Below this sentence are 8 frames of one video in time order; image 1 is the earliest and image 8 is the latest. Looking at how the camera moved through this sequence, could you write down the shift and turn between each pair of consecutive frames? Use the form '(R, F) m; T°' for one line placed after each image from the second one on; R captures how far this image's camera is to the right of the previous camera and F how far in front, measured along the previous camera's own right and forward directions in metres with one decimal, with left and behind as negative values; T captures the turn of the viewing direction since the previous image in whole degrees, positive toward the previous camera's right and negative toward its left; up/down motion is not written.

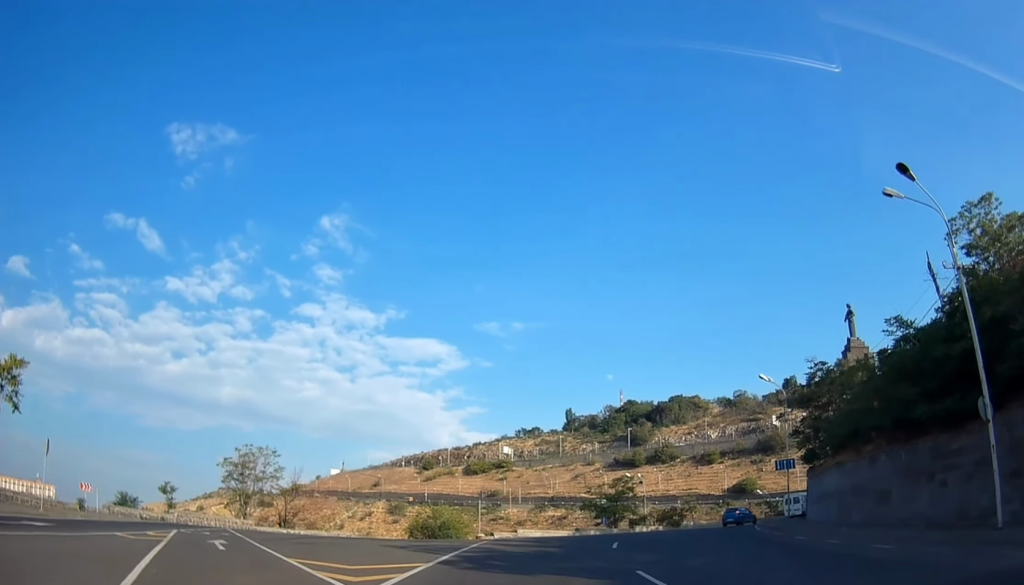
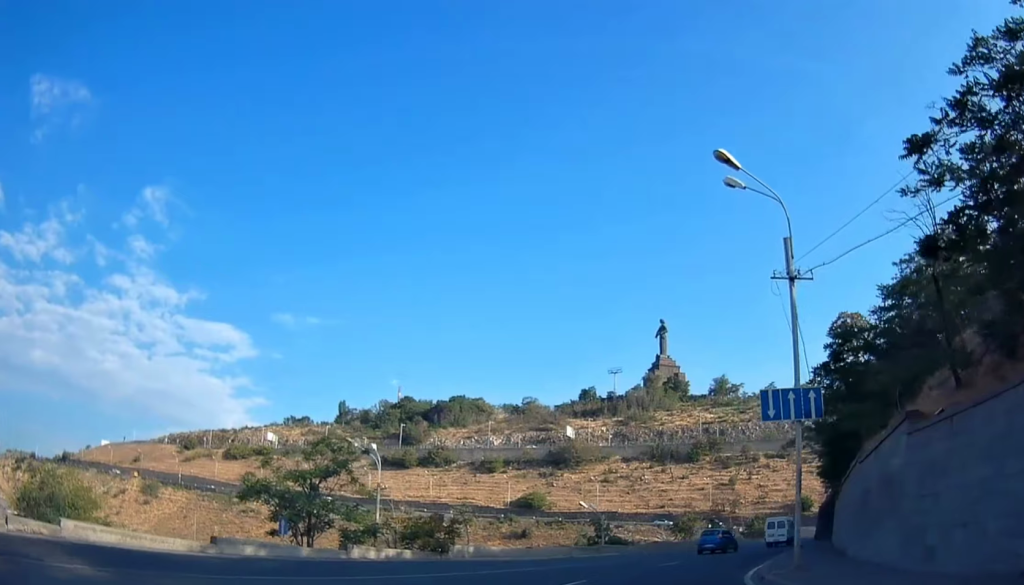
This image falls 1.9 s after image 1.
(+4.3, +31.3) m; +19°
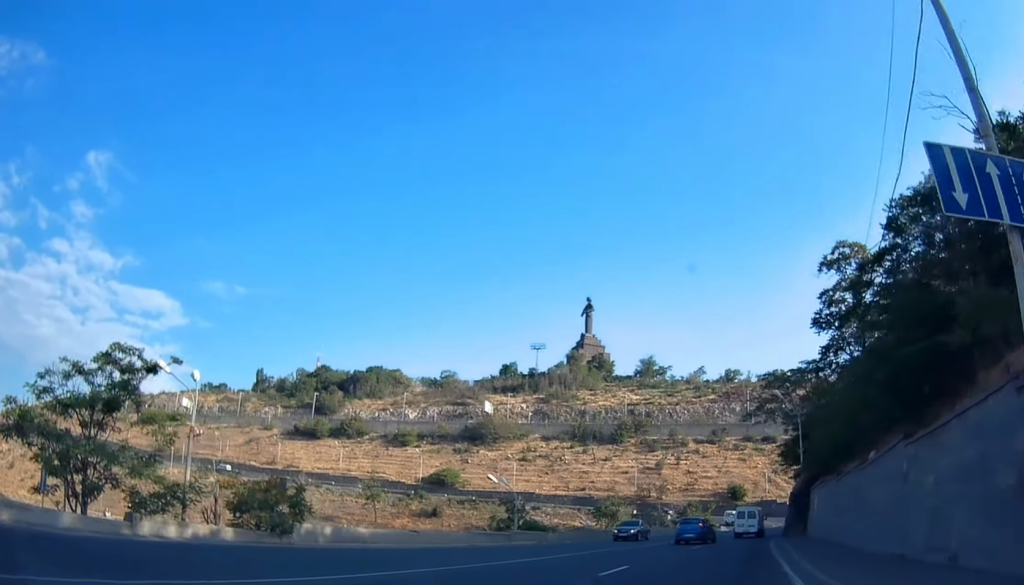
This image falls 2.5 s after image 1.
(+0.3, +9.8) m; +8°
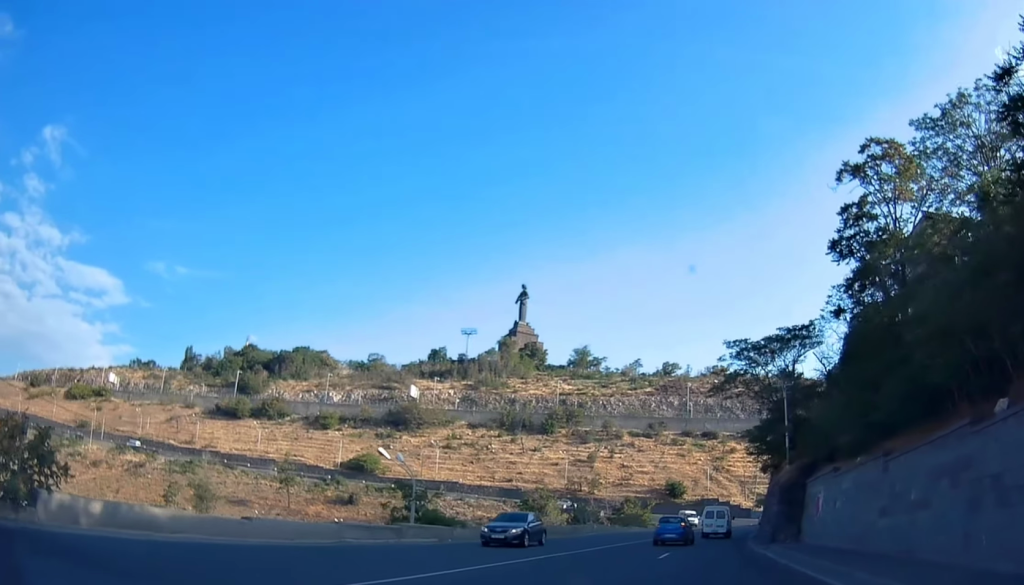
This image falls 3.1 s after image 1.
(+1.2, +9.5) m; +7°
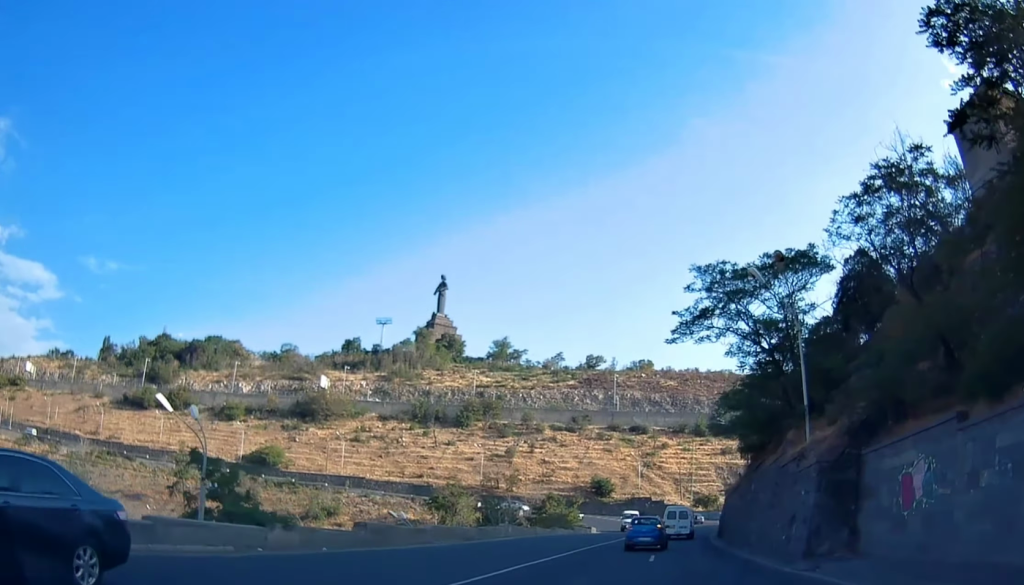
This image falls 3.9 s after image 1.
(+0.9, +12.3) m; +6°
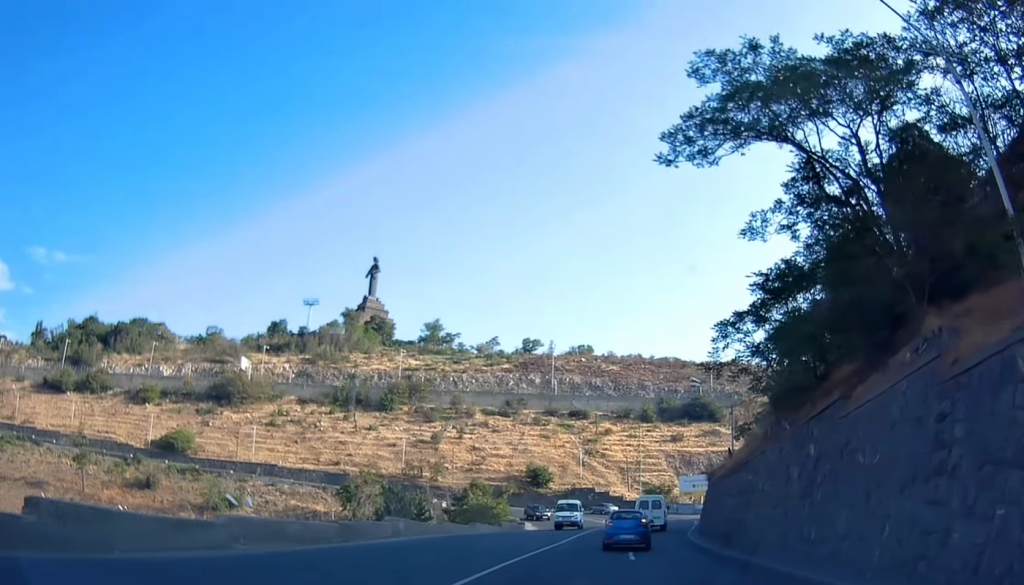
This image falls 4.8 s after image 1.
(+0.5, +13.9) m; +4°
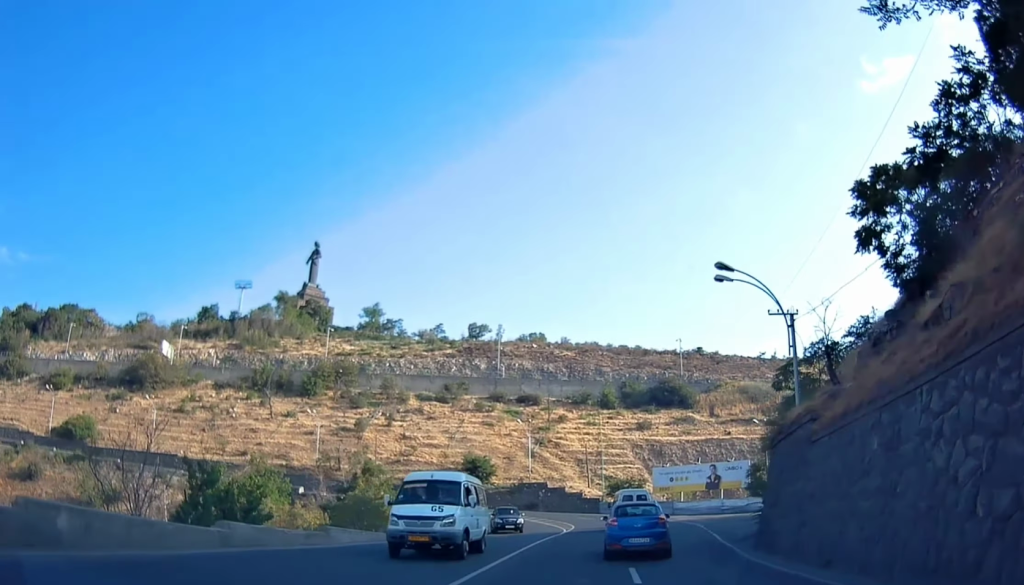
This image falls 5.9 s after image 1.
(+1.0, +19.7) m; +6°
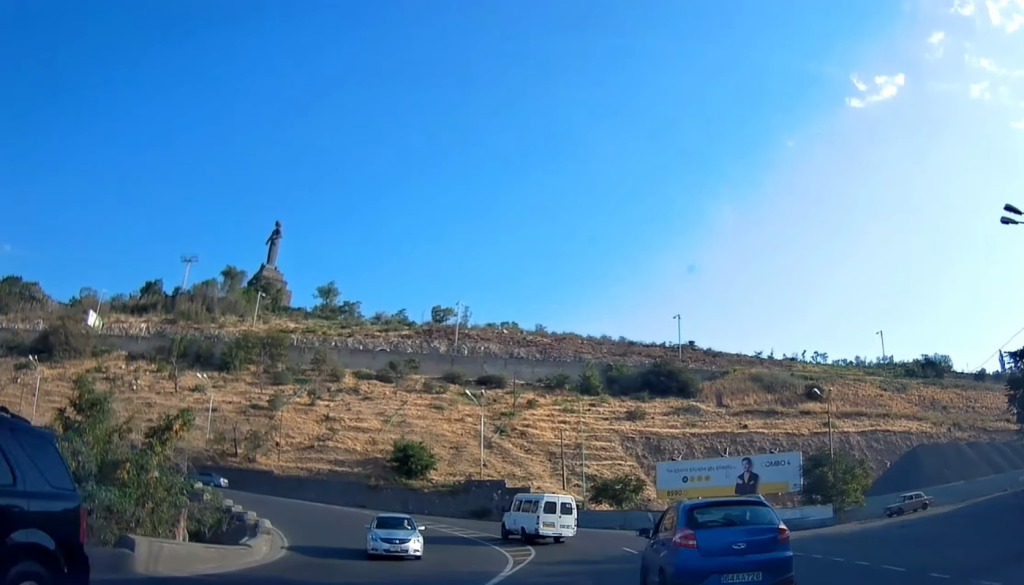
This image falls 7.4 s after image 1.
(+1.1, +24.9) m; +3°
